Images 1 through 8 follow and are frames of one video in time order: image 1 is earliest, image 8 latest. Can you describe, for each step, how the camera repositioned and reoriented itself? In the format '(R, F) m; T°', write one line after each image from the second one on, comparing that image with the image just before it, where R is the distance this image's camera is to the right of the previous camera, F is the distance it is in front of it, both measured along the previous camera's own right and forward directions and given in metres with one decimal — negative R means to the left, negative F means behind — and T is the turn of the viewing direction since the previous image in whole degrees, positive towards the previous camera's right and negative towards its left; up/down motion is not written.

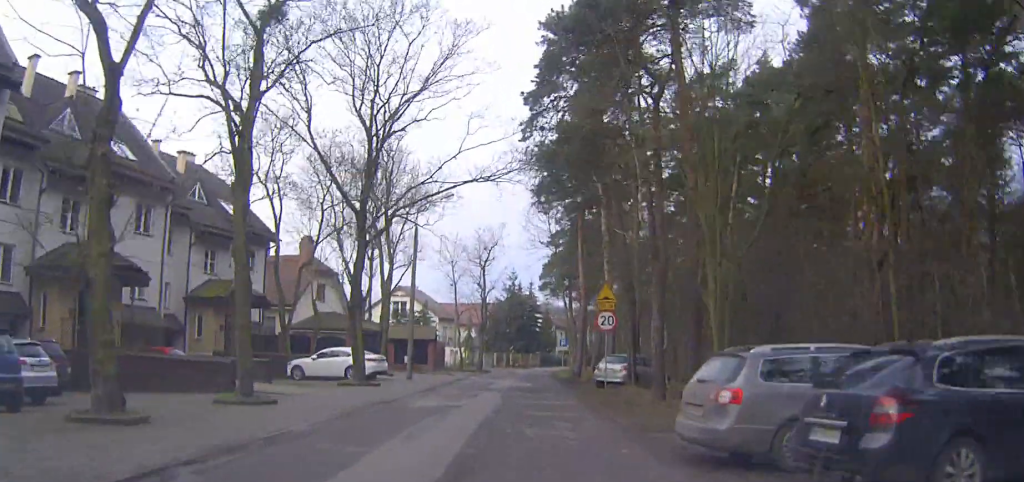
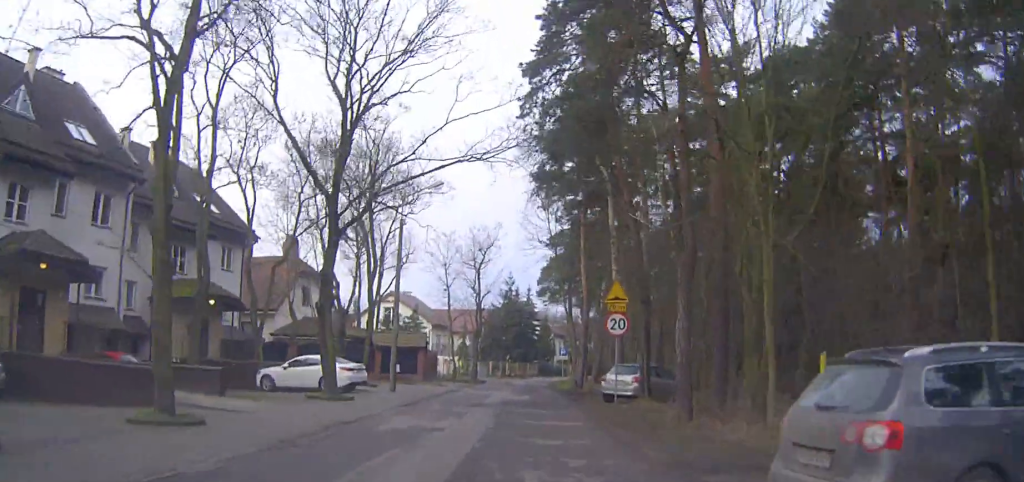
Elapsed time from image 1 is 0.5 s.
(0.0, +3.9) m; 0°
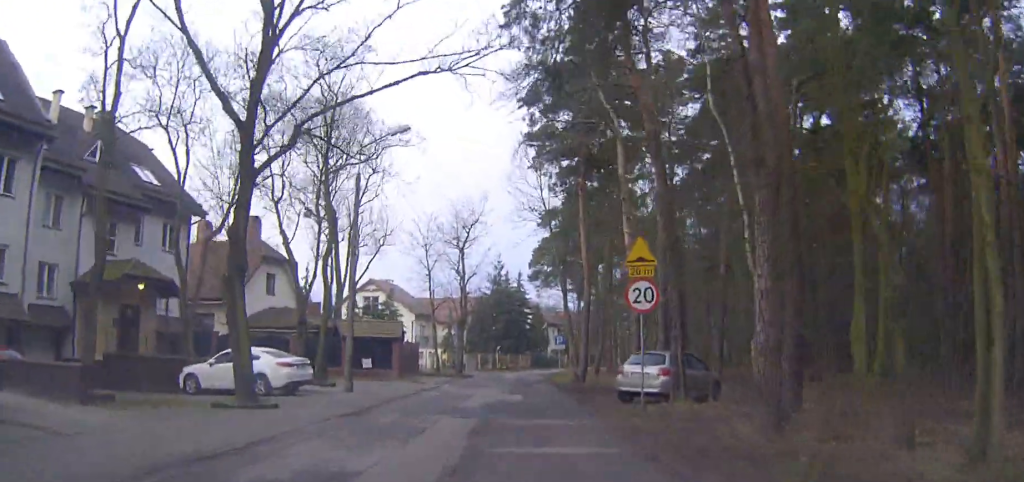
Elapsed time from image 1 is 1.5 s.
(0.0, +6.9) m; +1°
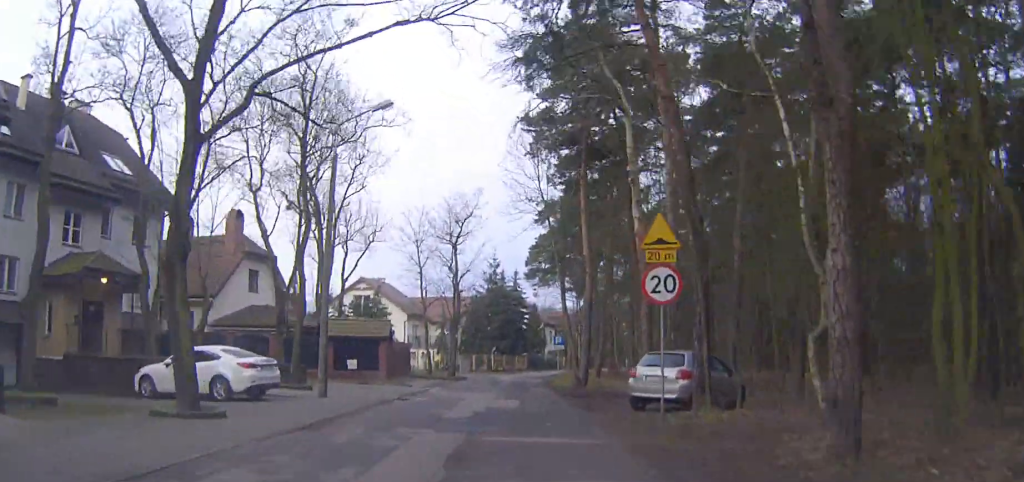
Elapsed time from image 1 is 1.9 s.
(0.0, +3.0) m; +1°
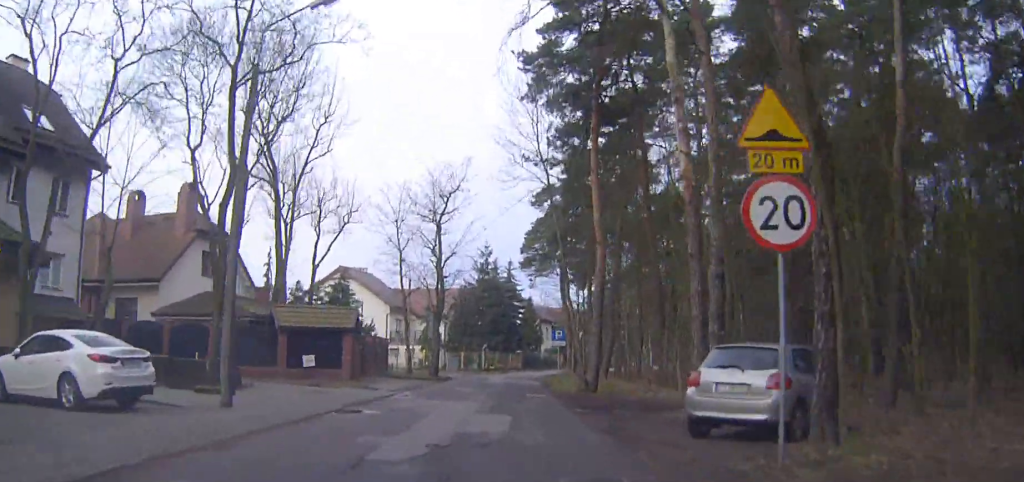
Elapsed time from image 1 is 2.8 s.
(+0.2, +7.1) m; 0°
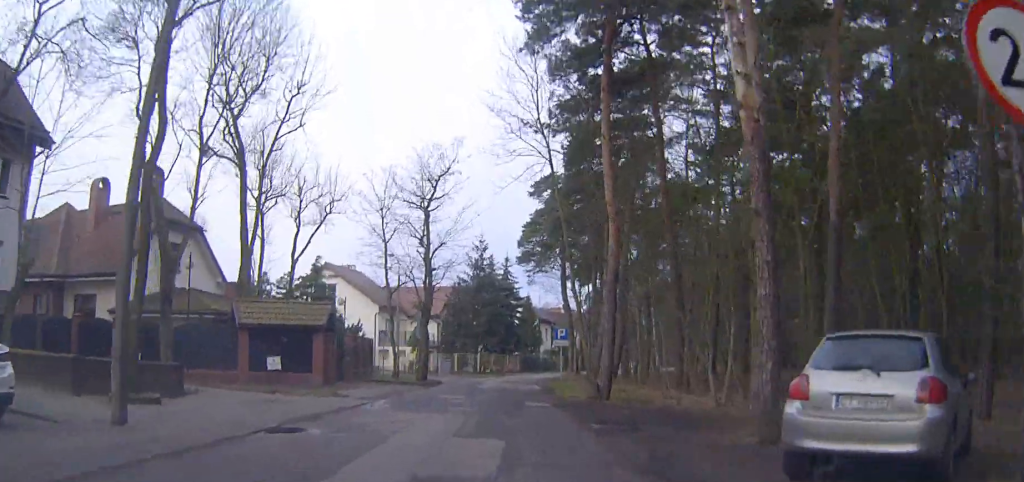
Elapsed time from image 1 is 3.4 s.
(-0.1, +4.4) m; -1°
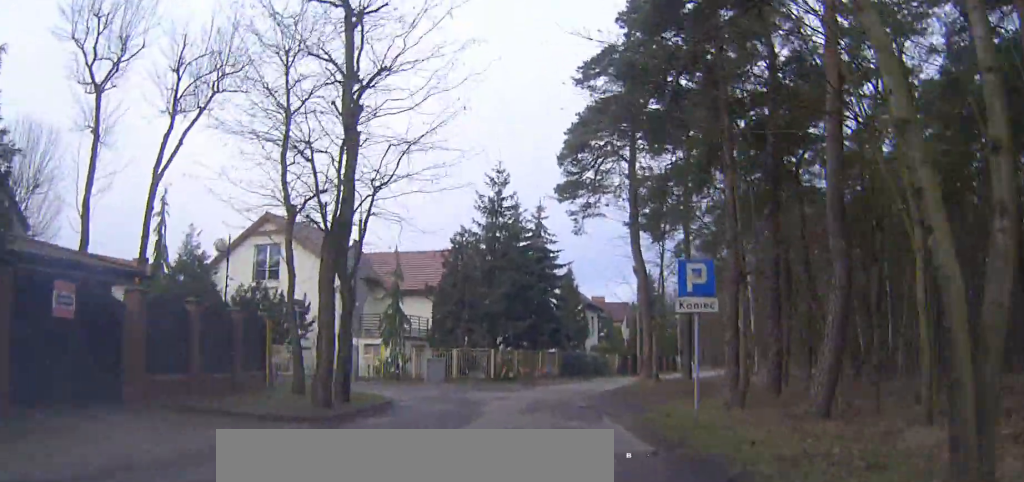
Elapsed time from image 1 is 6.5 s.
(-1.0, +23.5) m; -5°
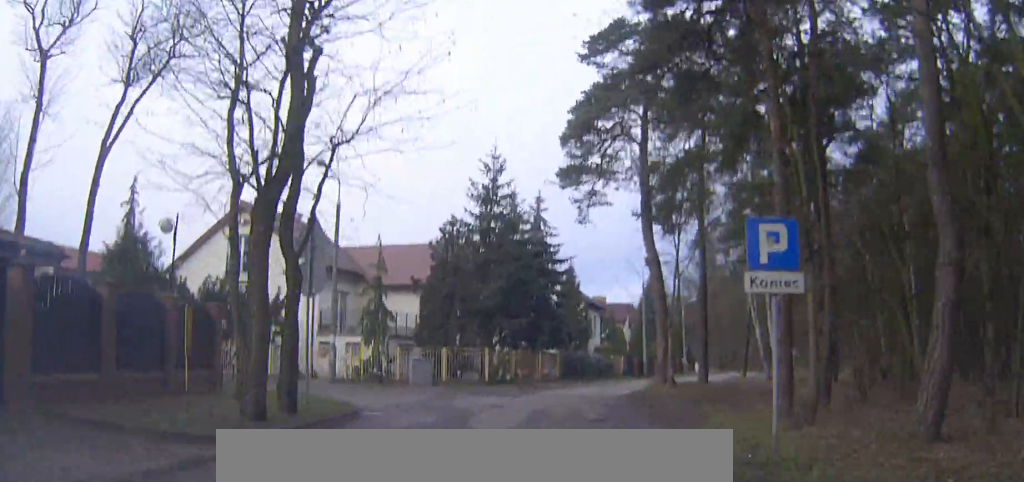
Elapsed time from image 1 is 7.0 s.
(0.0, +4.1) m; 0°
